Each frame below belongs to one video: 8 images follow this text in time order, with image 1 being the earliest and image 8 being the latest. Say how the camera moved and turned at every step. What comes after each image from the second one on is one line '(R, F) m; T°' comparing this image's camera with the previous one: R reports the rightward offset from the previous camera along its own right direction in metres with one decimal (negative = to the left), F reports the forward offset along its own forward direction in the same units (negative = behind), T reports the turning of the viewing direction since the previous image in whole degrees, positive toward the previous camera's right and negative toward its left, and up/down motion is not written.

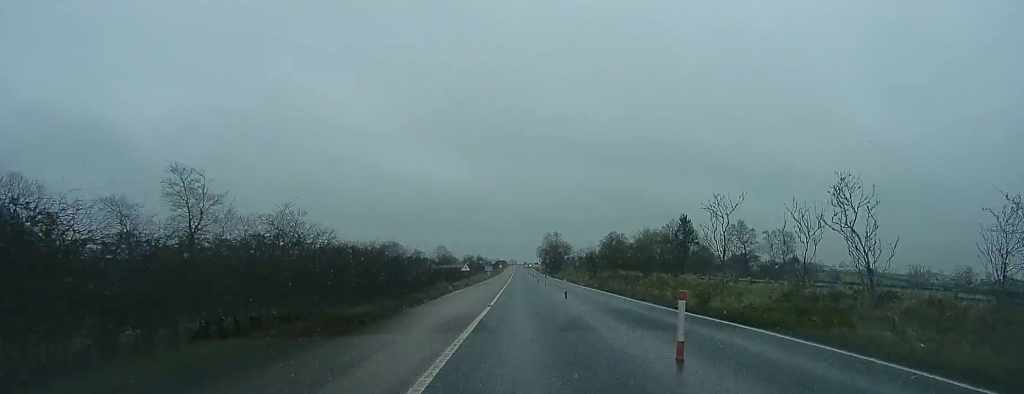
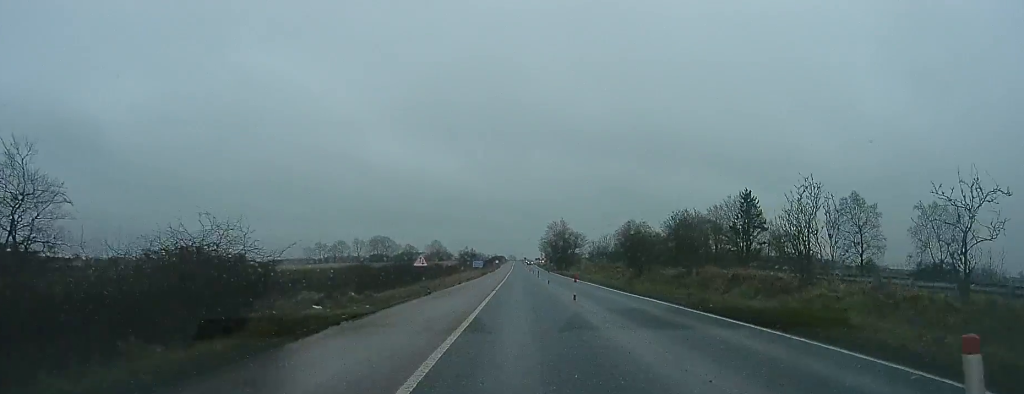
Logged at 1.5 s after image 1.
(0.0, +24.1) m; +1°
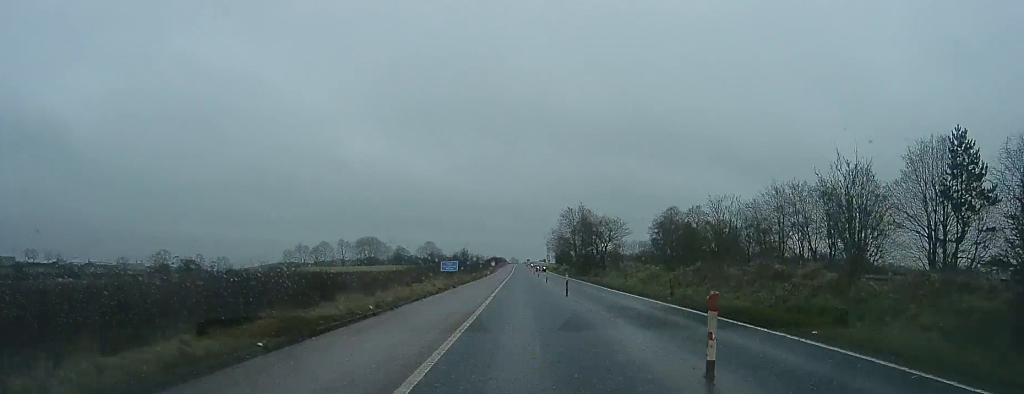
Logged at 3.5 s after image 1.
(+0.8, +32.9) m; 0°
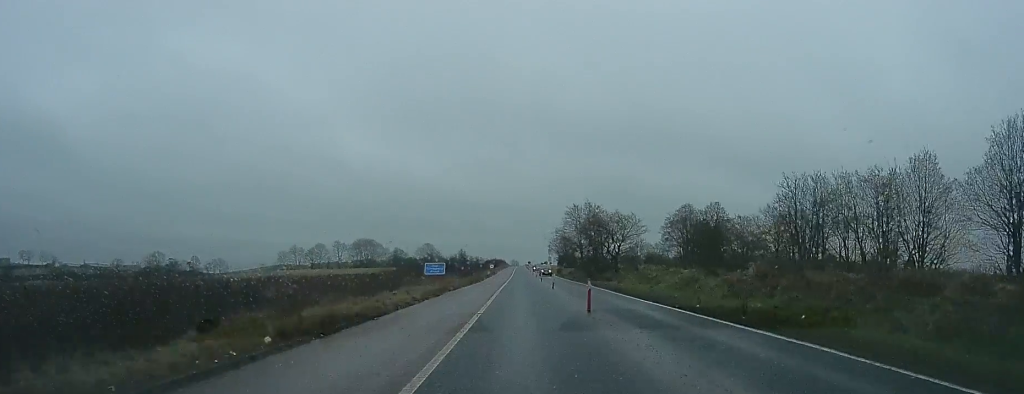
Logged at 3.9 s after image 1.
(-0.2, +7.7) m; -1°
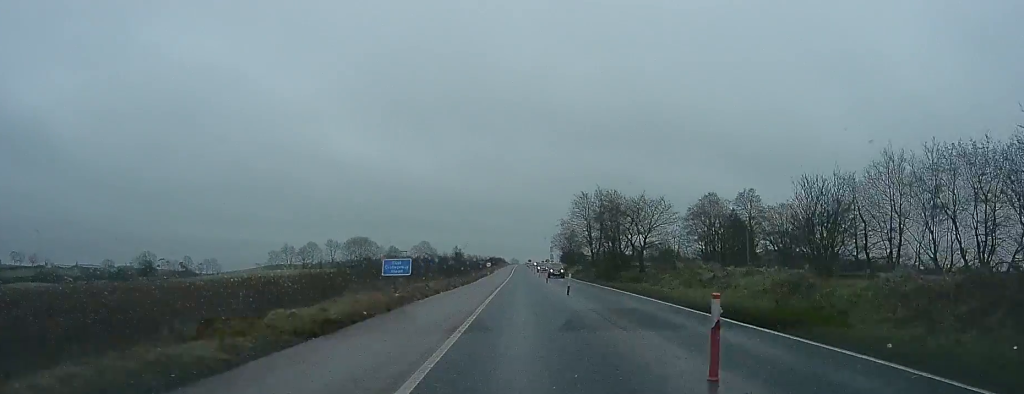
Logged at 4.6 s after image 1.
(-0.2, +11.0) m; -1°
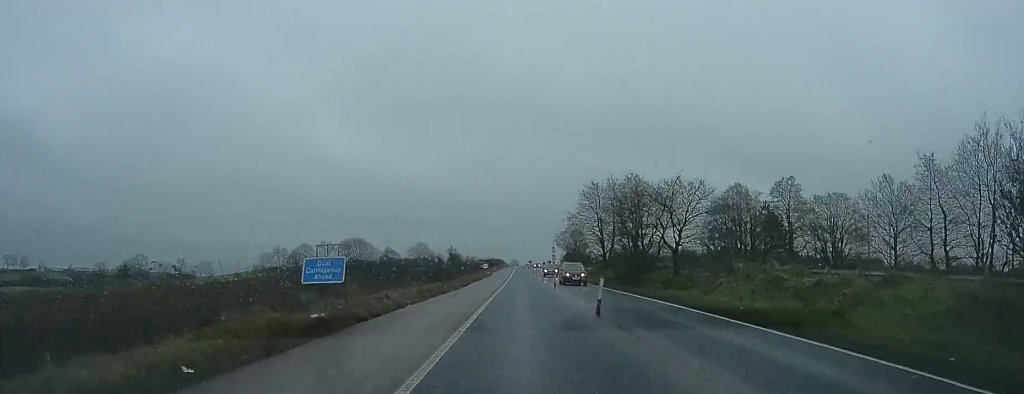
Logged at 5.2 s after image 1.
(0.0, +9.4) m; 0°
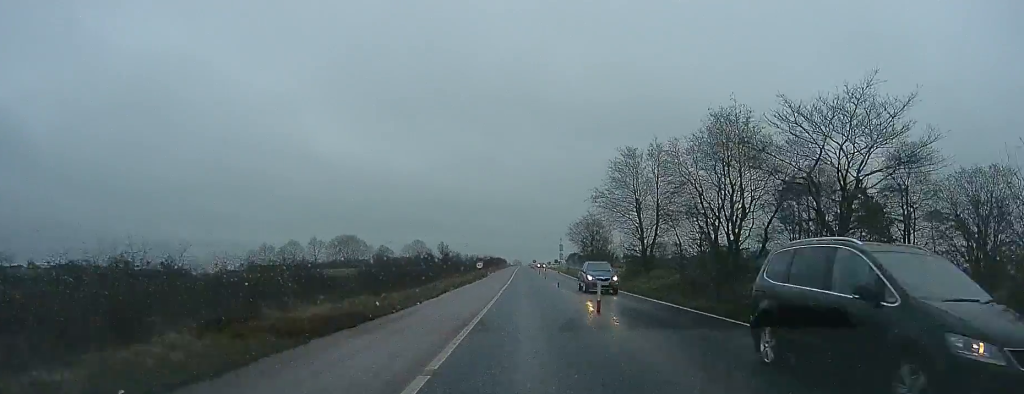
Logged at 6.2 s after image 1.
(0.0, +17.9) m; 0°
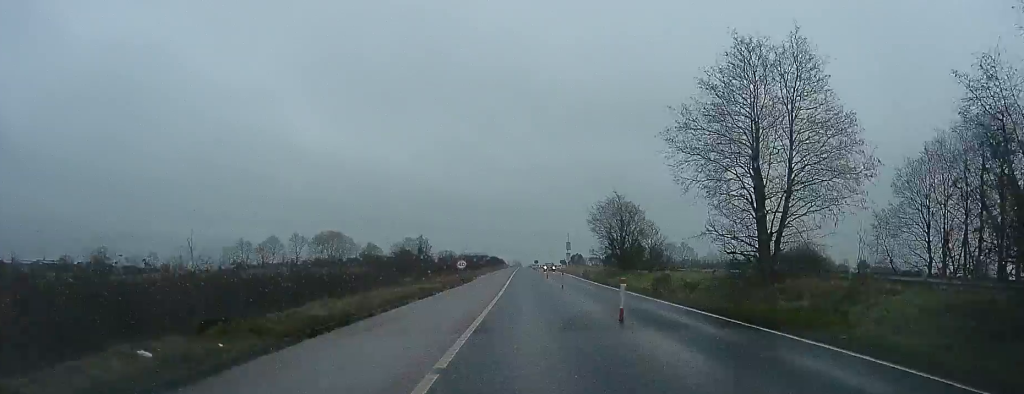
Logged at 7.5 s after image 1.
(0.0, +21.7) m; +1°
